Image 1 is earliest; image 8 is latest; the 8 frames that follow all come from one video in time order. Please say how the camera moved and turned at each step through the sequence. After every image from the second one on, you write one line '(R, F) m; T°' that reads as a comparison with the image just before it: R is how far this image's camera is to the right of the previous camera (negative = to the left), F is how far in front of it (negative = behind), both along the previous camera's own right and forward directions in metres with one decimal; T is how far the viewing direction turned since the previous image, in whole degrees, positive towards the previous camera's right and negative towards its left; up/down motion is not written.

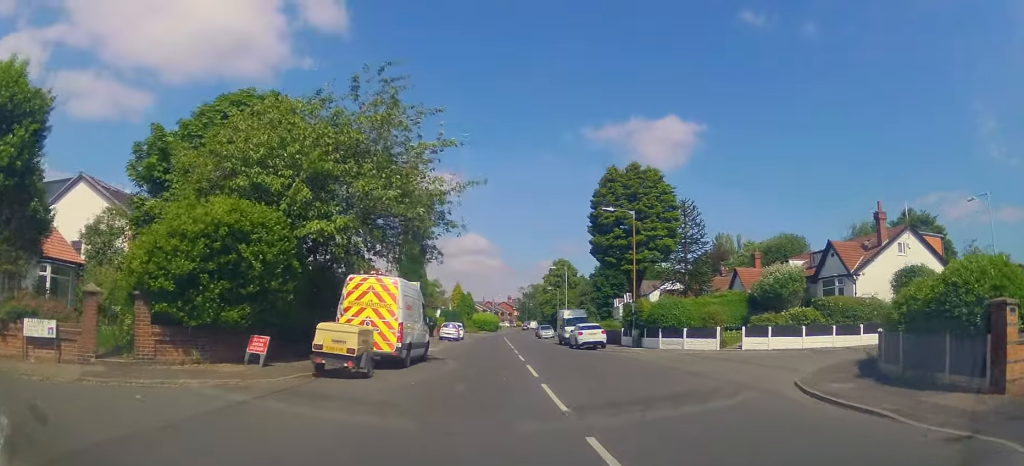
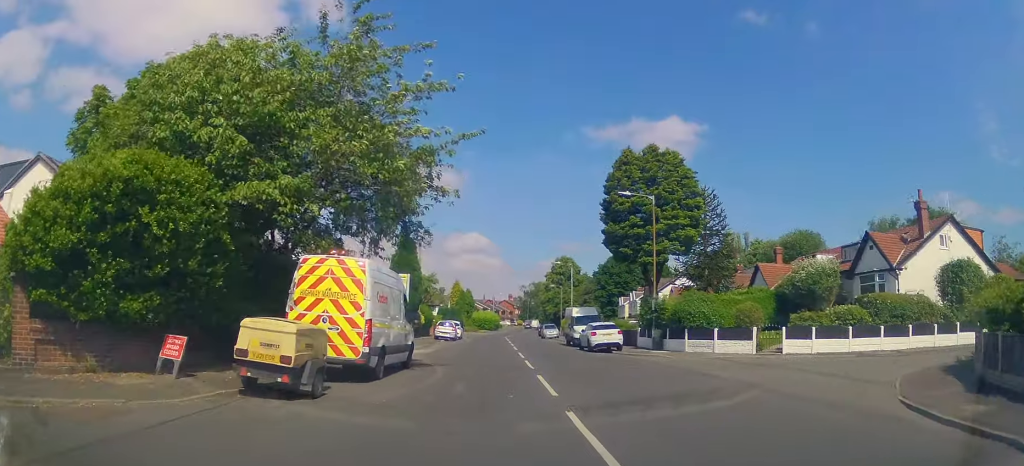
(0.0, +4.2) m; 0°
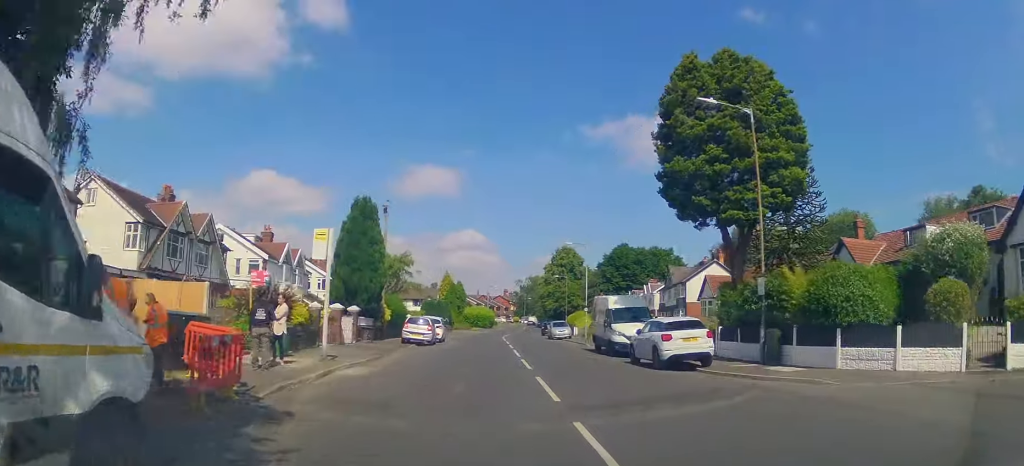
(-0.3, +13.1) m; -1°
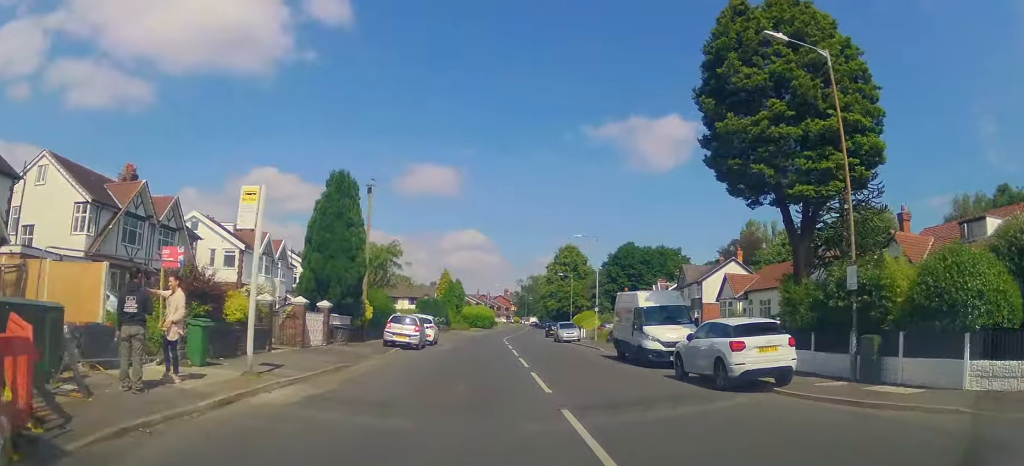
(+0.1, +5.2) m; 0°
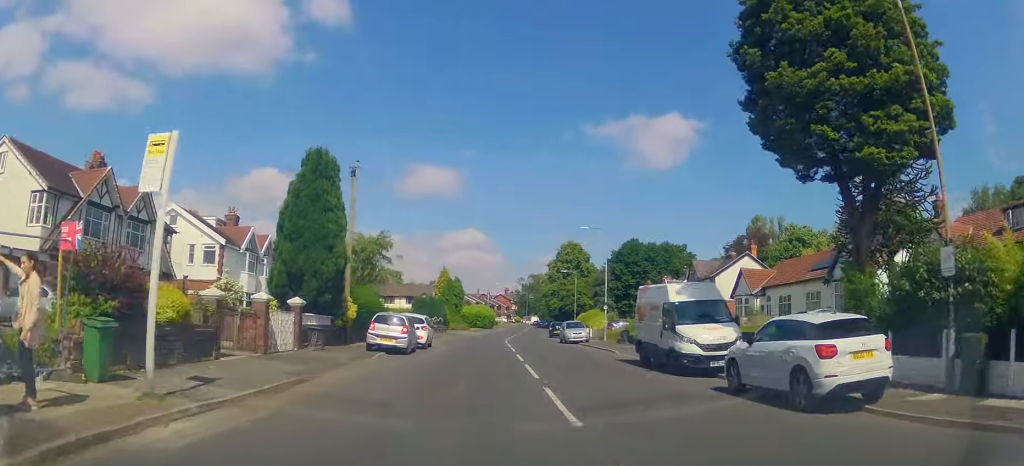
(0.0, +3.6) m; 0°
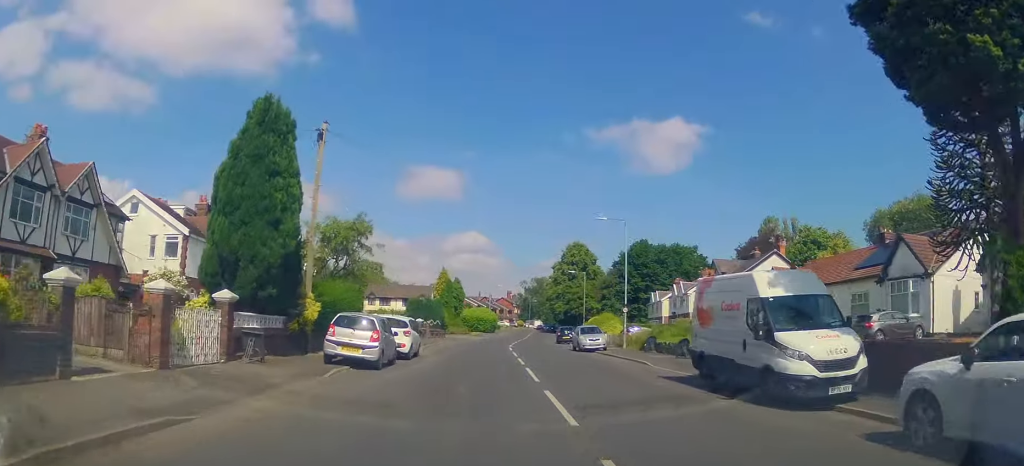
(-0.1, +5.7) m; 0°
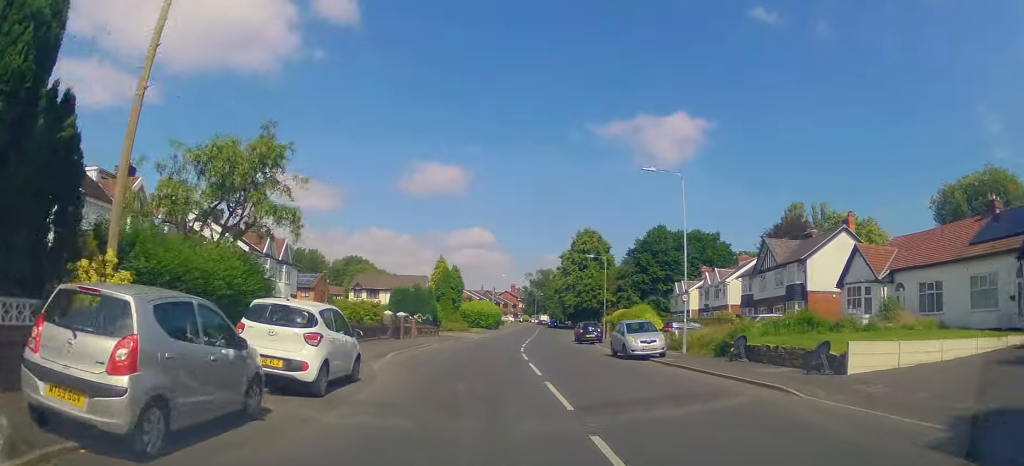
(-0.1, +11.2) m; -2°
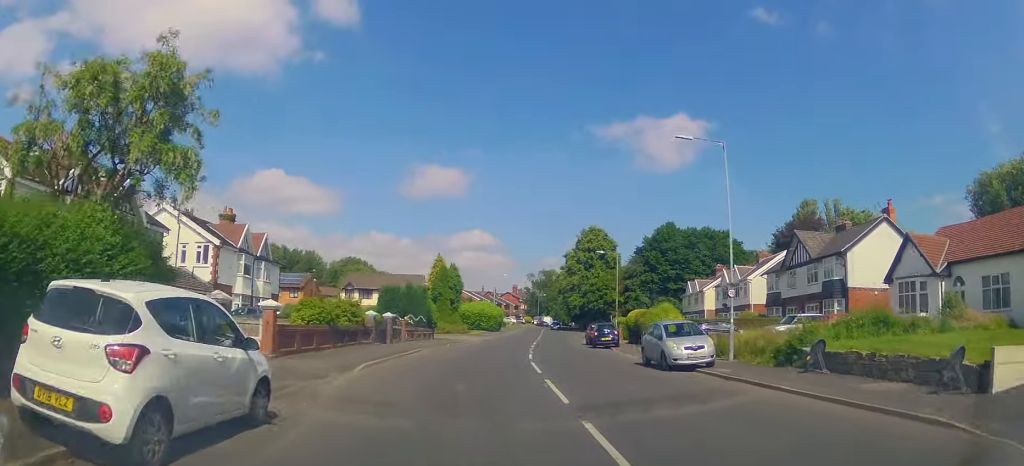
(-0.1, +5.2) m; 0°
